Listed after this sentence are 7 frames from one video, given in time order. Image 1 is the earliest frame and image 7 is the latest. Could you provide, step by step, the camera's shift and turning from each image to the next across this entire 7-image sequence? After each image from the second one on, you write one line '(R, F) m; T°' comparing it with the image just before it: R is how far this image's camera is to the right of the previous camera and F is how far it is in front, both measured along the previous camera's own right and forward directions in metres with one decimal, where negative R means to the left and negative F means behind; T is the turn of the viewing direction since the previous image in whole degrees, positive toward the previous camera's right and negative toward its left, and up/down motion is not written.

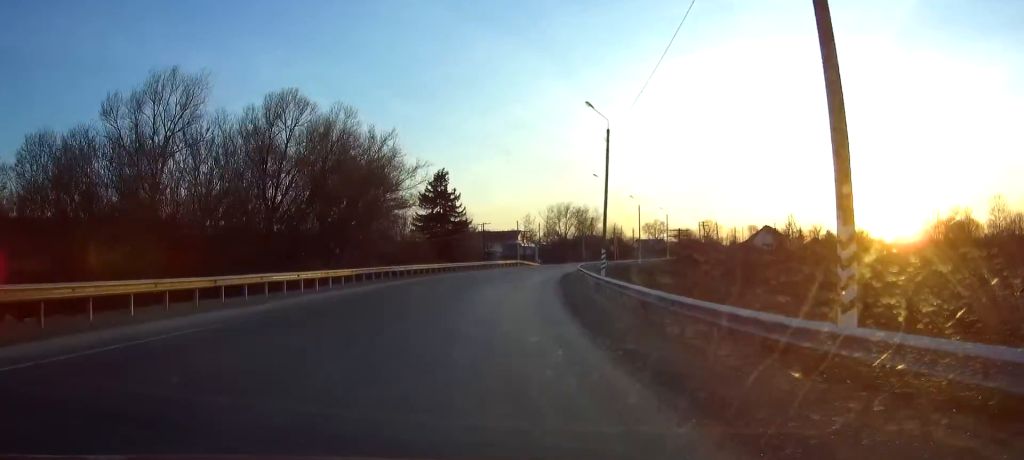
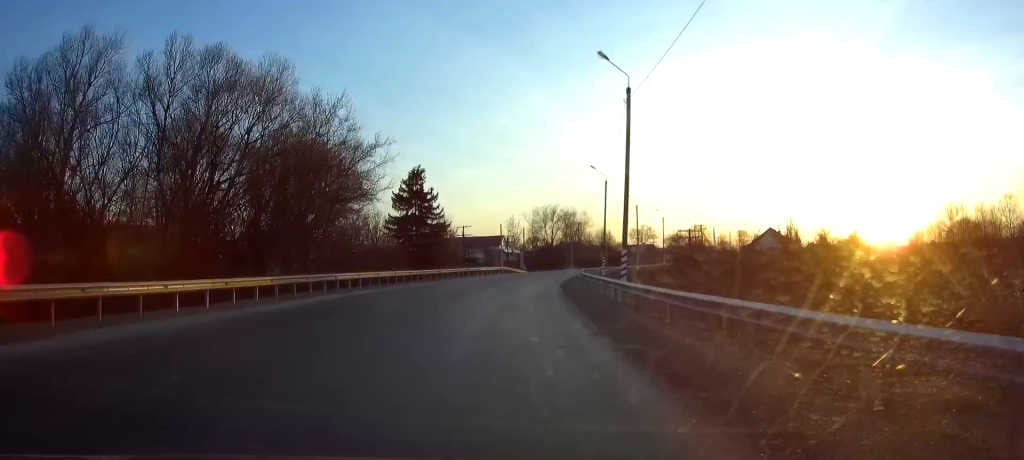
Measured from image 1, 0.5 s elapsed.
(+0.2, +11.2) m; +2°
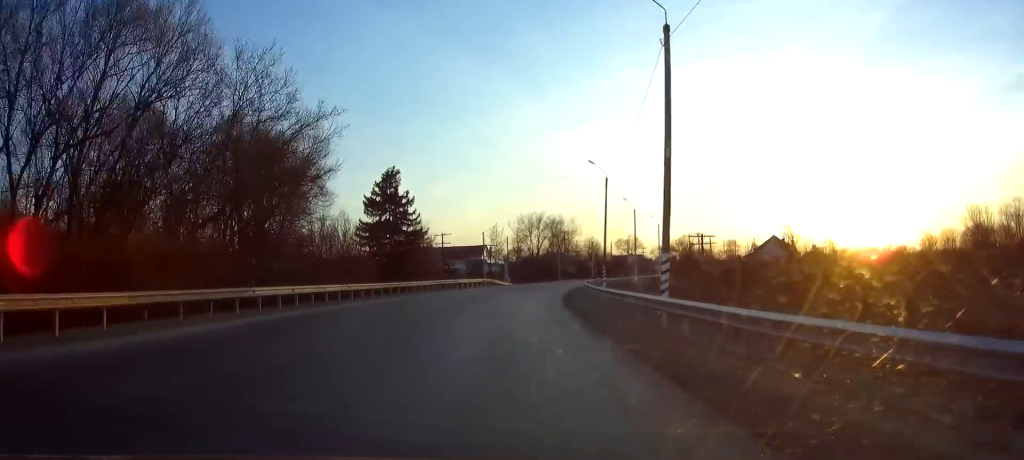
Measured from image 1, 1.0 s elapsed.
(0.0, +9.8) m; +1°
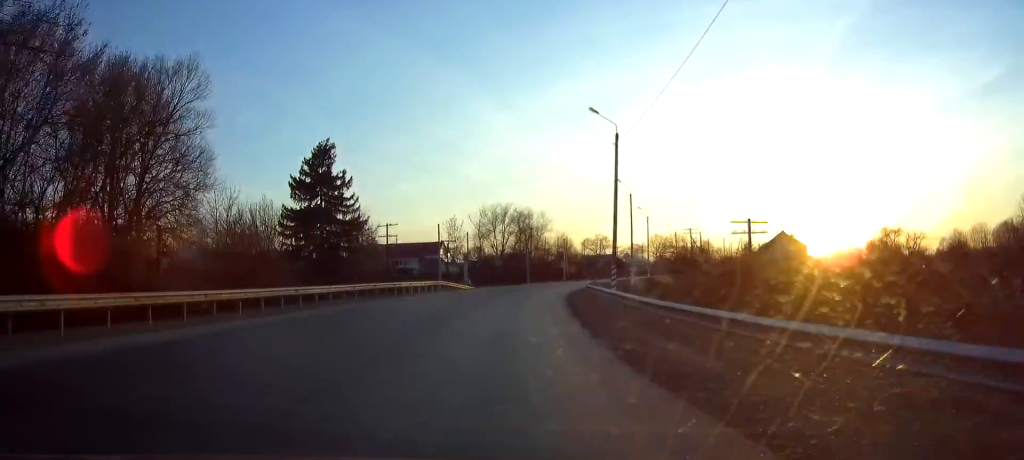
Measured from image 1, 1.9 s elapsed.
(+0.5, +19.4) m; +3°
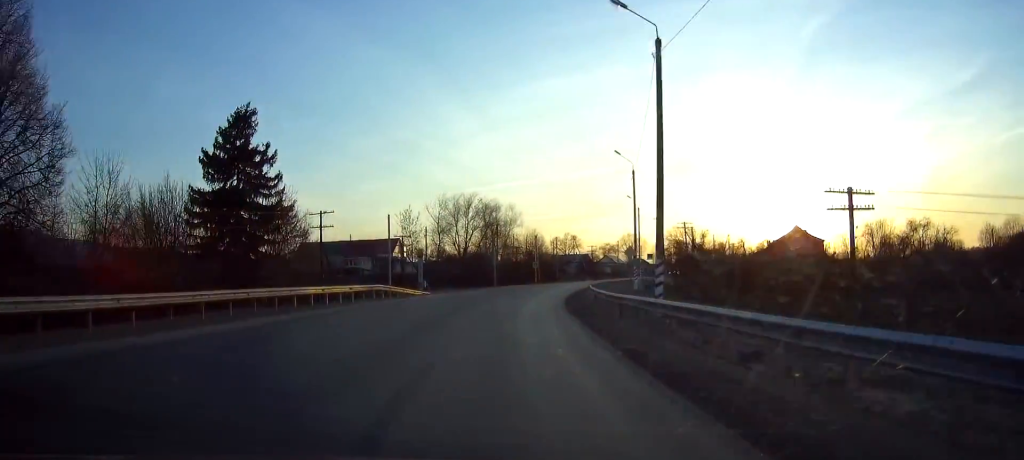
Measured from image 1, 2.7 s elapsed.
(+0.4, +16.5) m; +3°
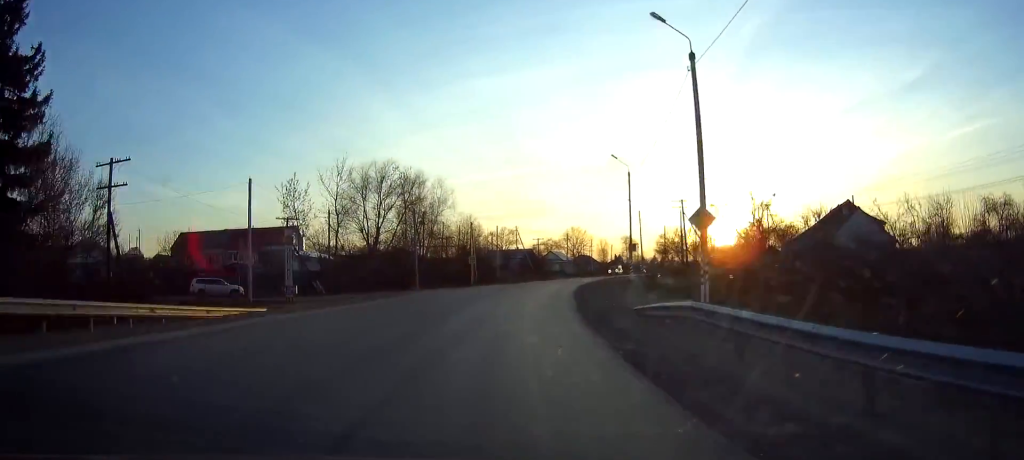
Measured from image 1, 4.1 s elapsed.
(+1.9, +28.5) m; +8°
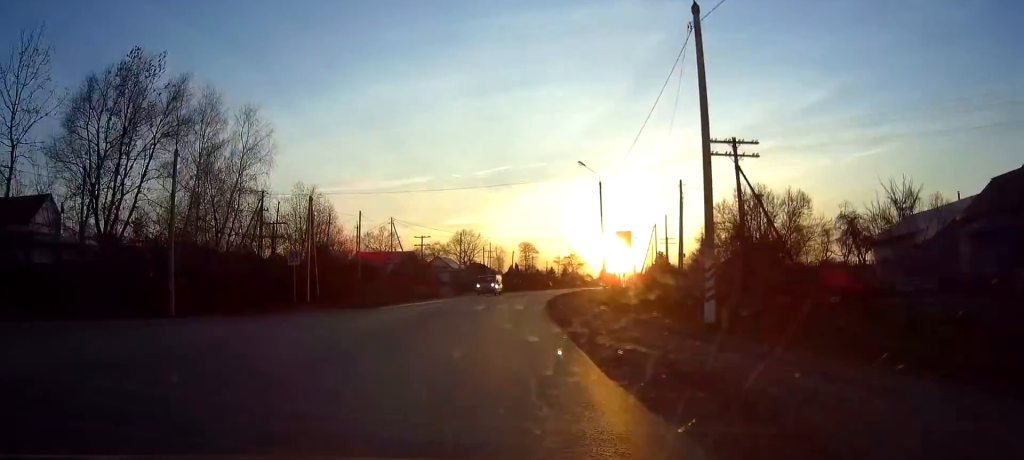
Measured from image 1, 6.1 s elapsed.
(+2.2, +39.1) m; +6°
